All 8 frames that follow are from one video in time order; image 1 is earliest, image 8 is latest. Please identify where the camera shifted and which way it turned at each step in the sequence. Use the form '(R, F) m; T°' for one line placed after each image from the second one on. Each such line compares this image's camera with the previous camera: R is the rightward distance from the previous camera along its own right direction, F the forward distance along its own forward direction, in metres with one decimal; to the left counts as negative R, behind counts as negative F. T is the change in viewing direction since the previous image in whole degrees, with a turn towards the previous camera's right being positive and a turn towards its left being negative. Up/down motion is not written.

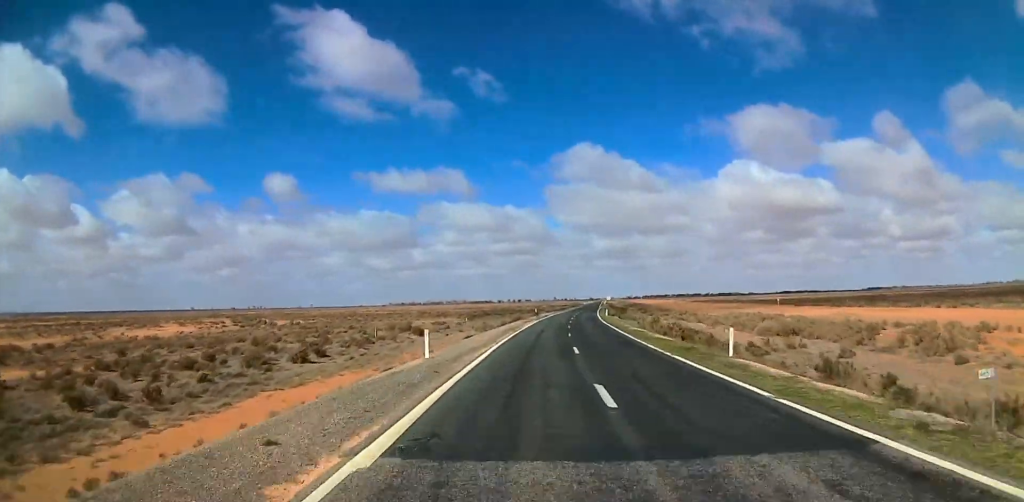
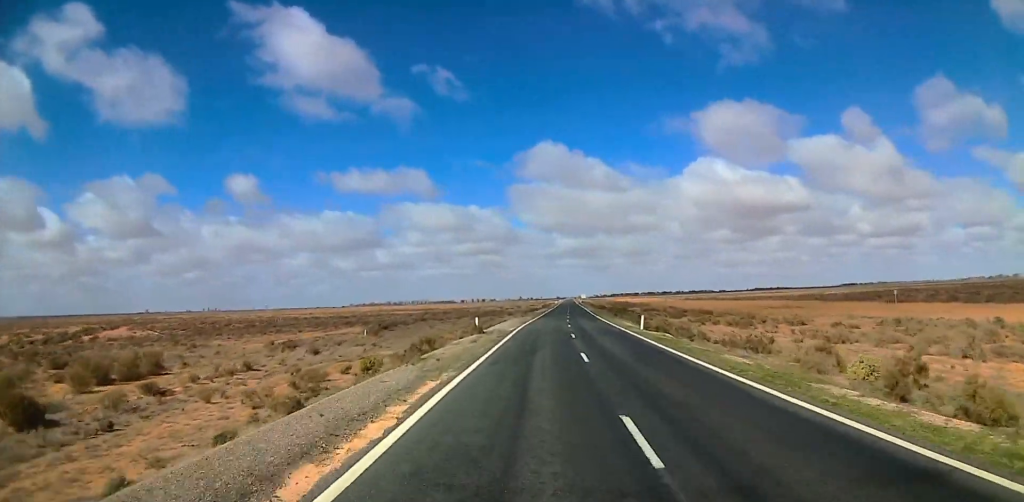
(+0.7, +51.6) m; +4°
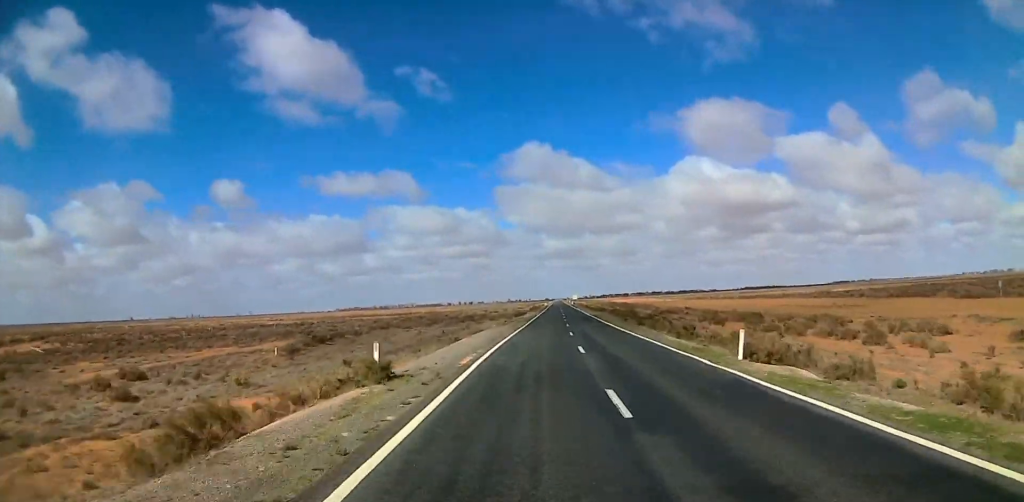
(+0.9, +21.1) m; +2°
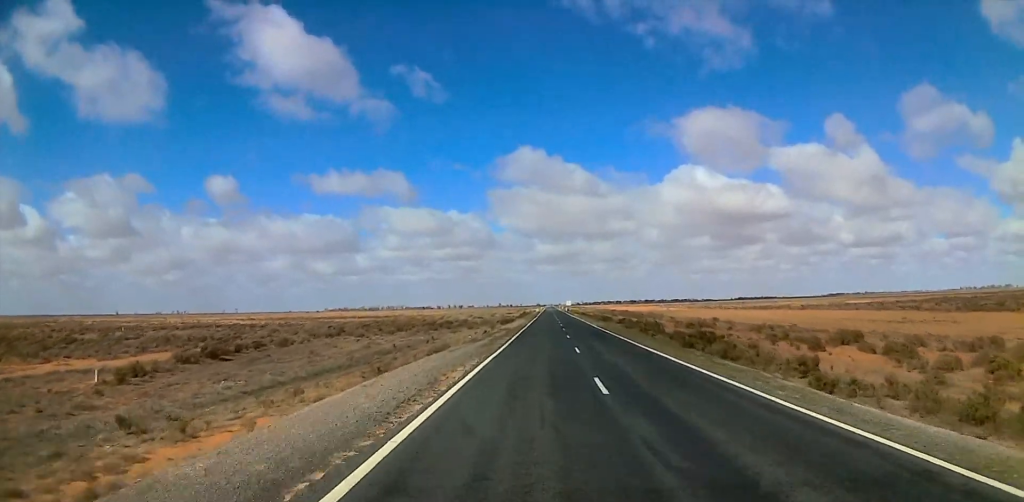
(0.0, +20.2) m; 0°
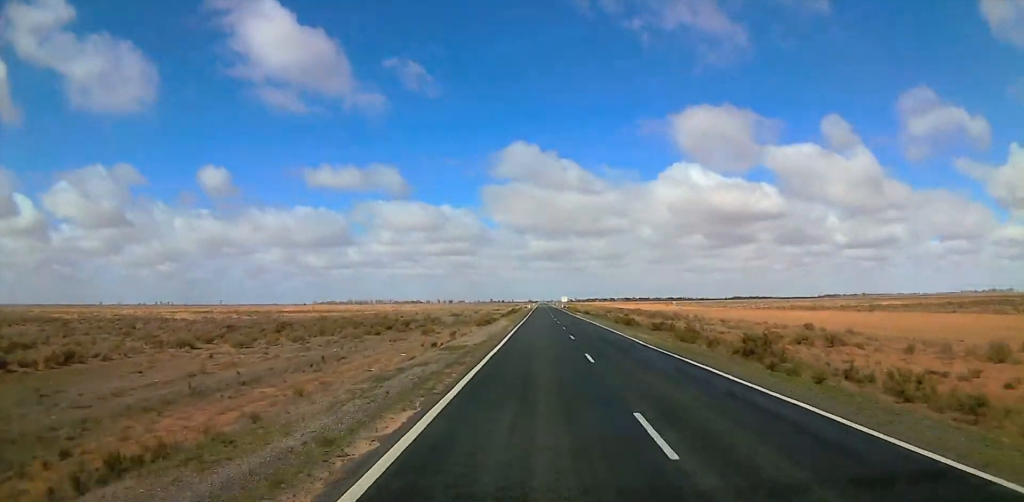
(0.0, +29.9) m; 0°
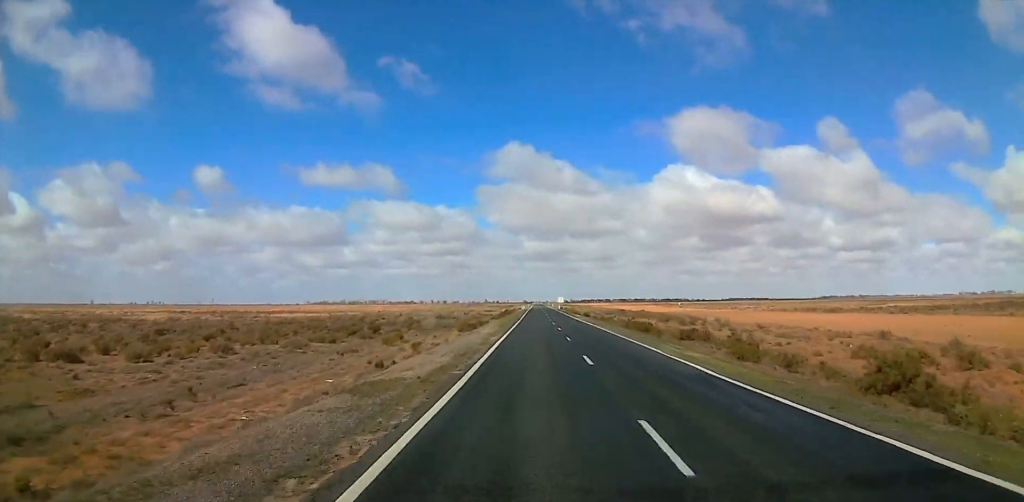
(0.0, +12.5) m; 0°
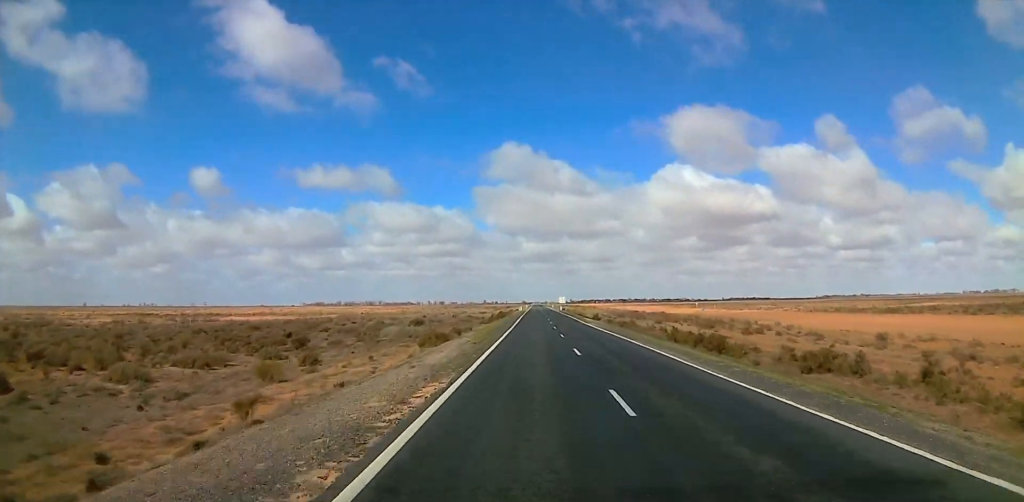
(0.0, +20.3) m; 0°
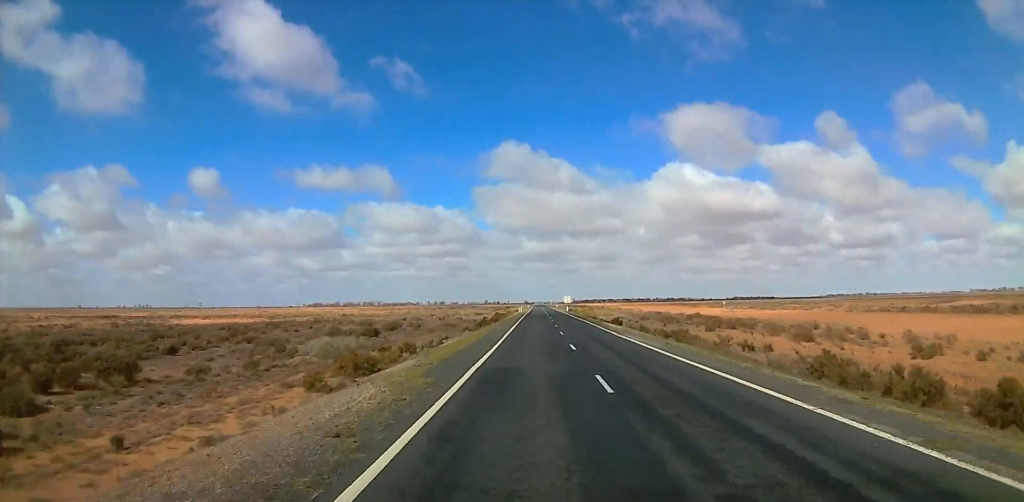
(0.0, +21.3) m; 0°
